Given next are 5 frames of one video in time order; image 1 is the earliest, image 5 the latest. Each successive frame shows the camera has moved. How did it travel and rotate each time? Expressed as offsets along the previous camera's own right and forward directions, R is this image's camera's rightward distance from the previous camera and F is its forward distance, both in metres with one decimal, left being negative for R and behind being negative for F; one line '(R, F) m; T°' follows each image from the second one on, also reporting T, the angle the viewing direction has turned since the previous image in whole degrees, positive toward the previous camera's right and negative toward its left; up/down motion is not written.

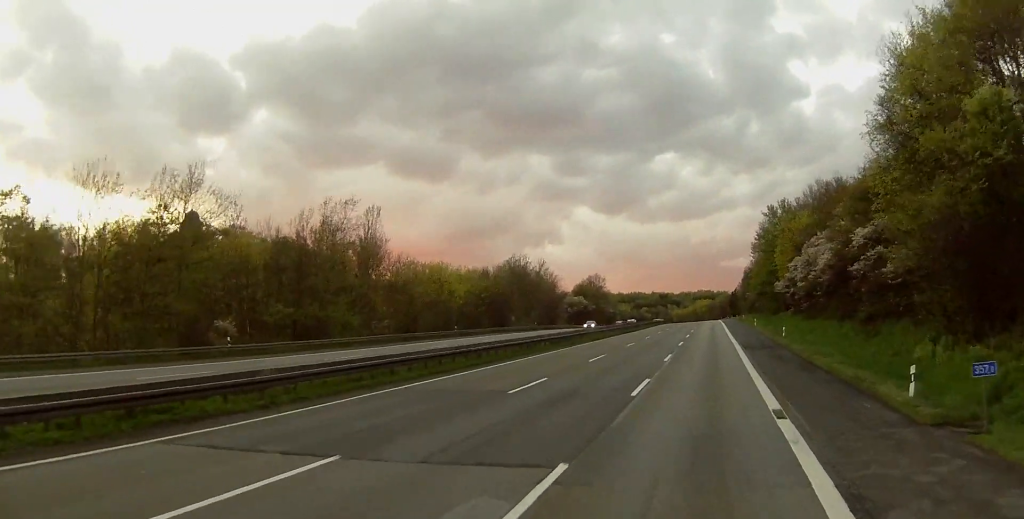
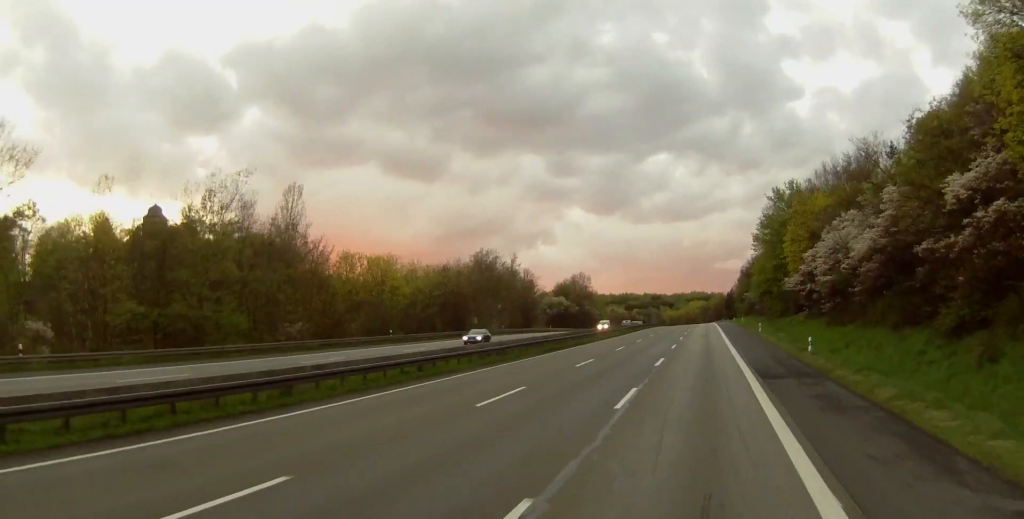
(0.0, +20.2) m; 0°
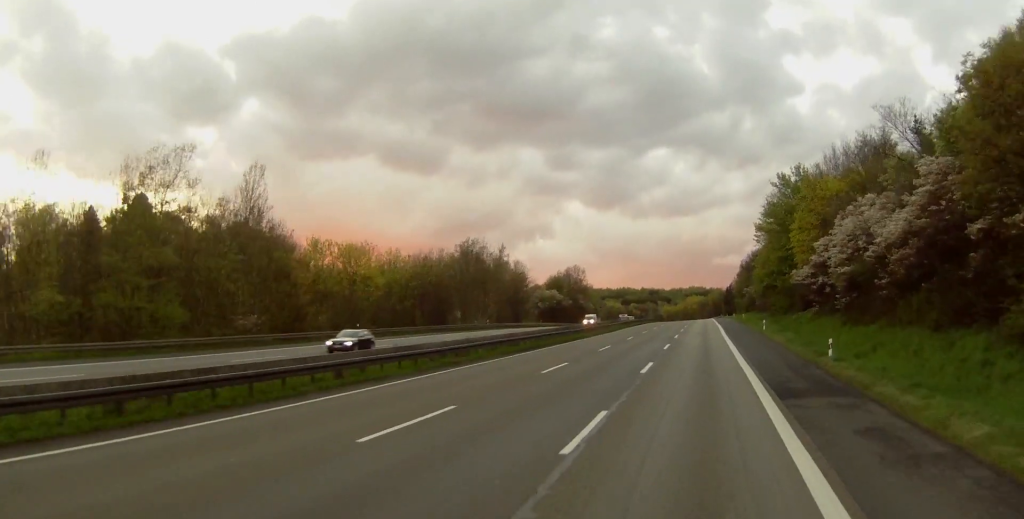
(0.0, +8.1) m; +1°
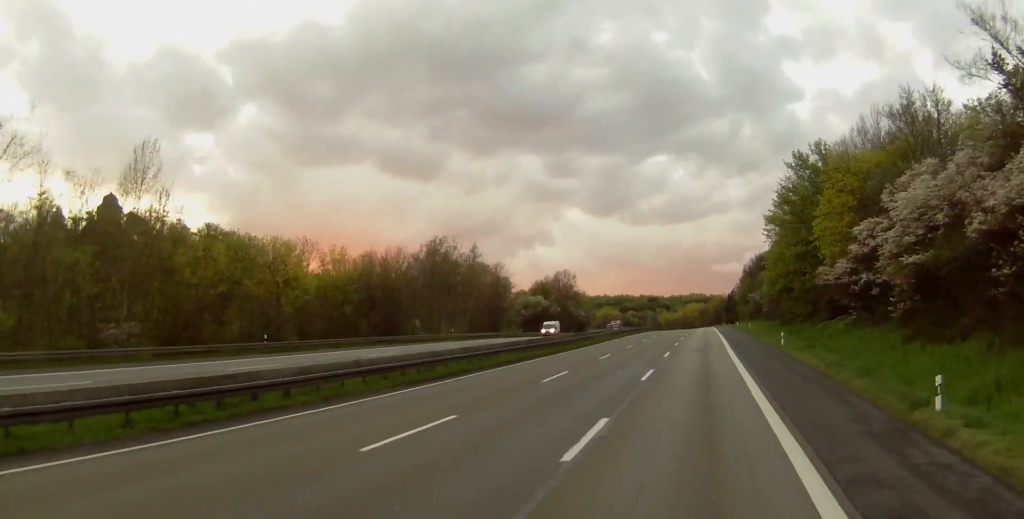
(+0.3, +17.7) m; +2°
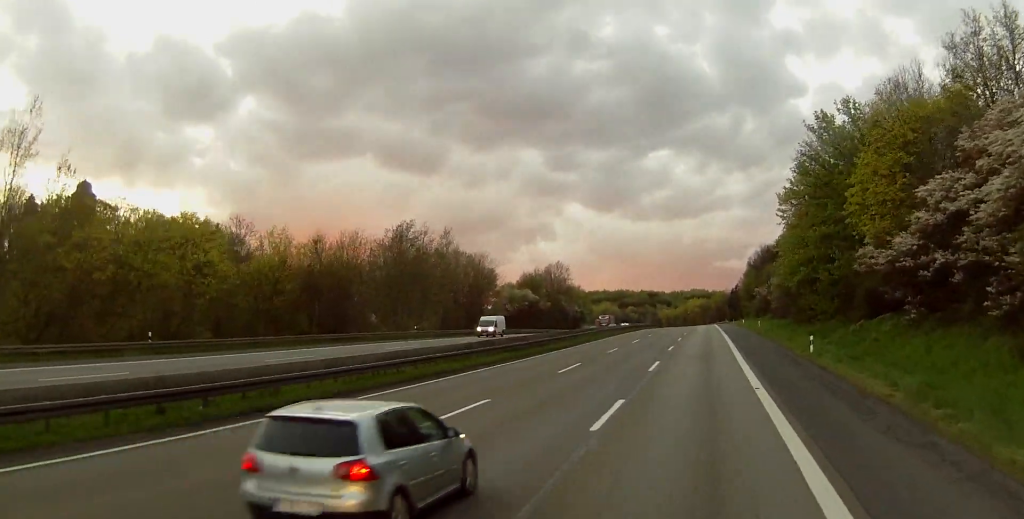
(+0.2, +14.8) m; -1°
